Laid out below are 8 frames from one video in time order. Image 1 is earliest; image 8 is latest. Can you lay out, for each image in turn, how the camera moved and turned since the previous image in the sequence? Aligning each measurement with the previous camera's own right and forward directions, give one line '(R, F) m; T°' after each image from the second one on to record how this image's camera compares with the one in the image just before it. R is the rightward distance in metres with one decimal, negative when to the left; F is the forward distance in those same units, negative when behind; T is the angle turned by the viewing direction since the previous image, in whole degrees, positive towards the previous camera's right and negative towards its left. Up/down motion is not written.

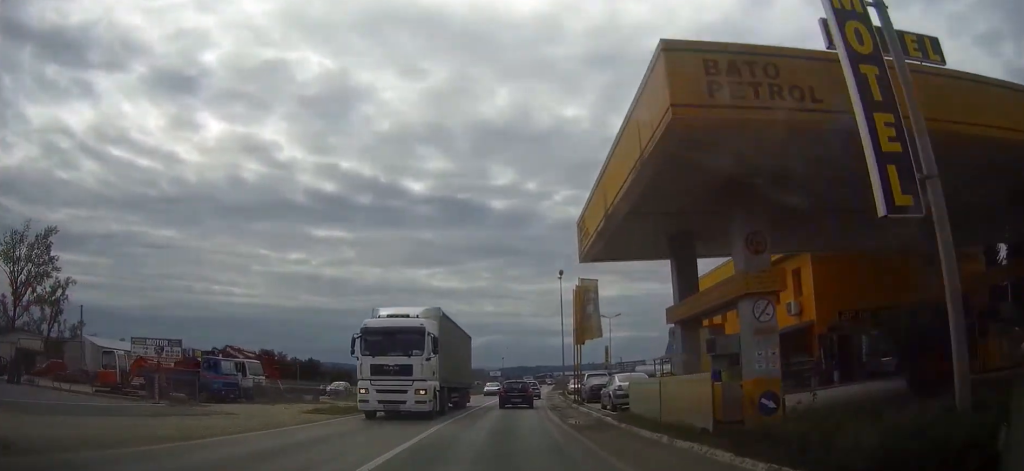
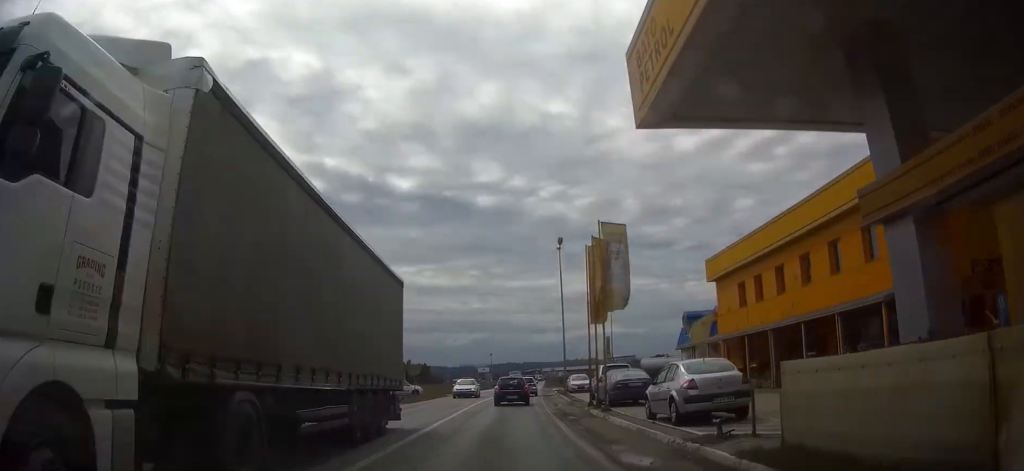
(+0.2, +11.4) m; +2°
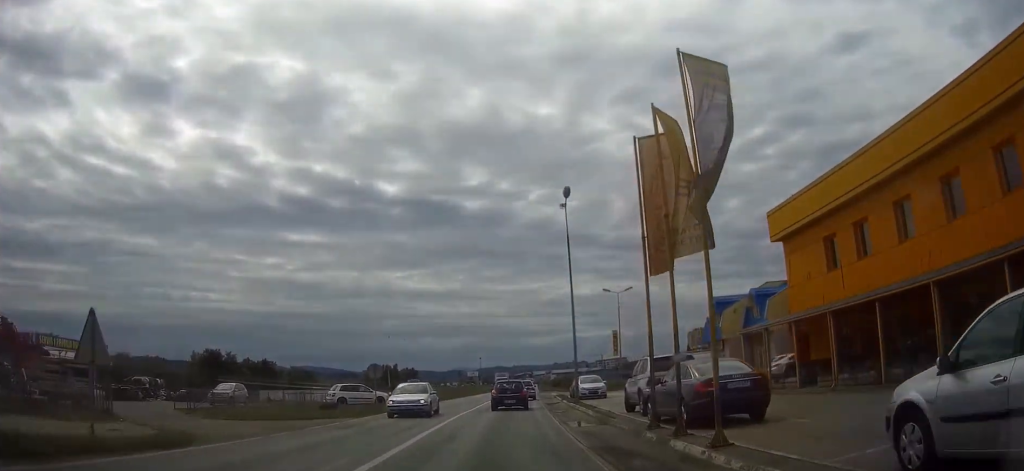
(+0.2, +12.3) m; +1°
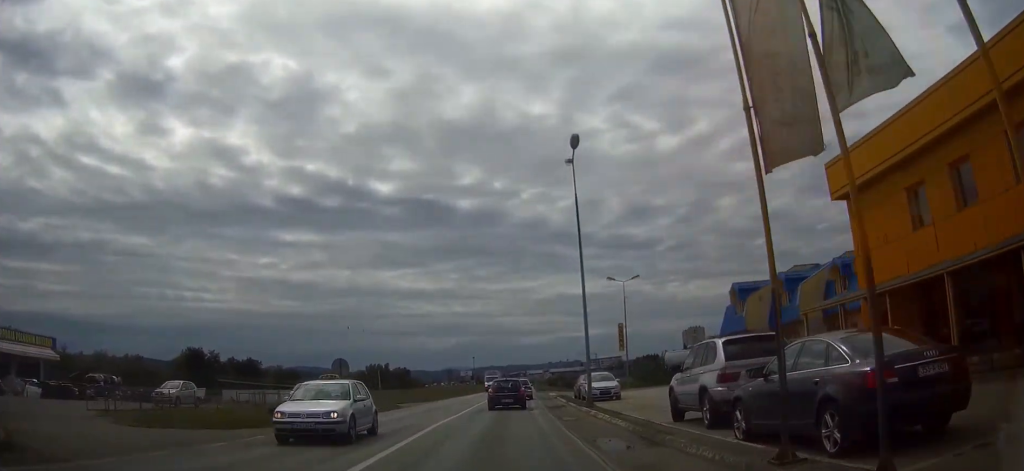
(0.0, +7.3) m; 0°
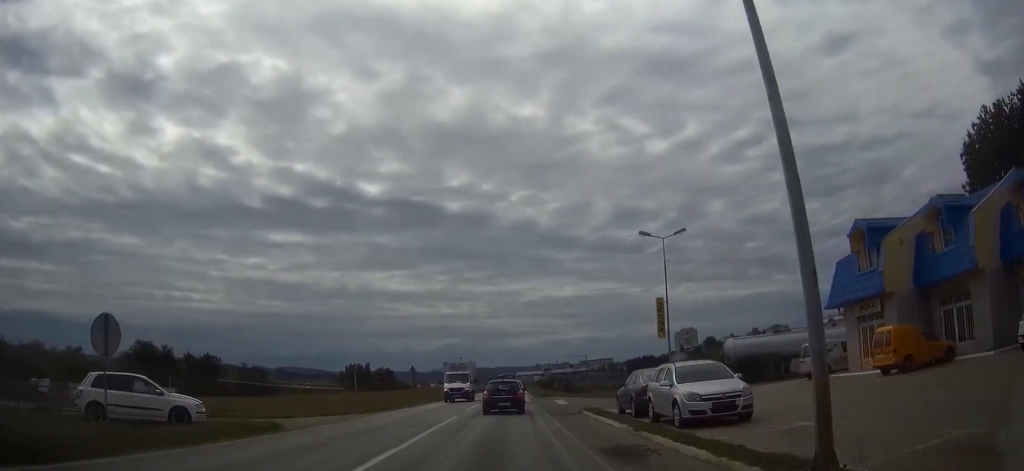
(+0.2, +20.5) m; +1°
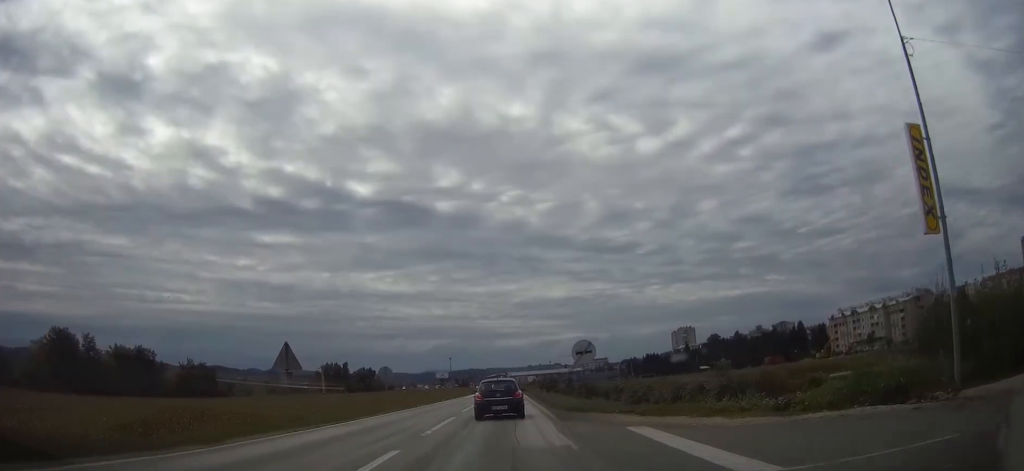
(+0.6, +30.3) m; +2°
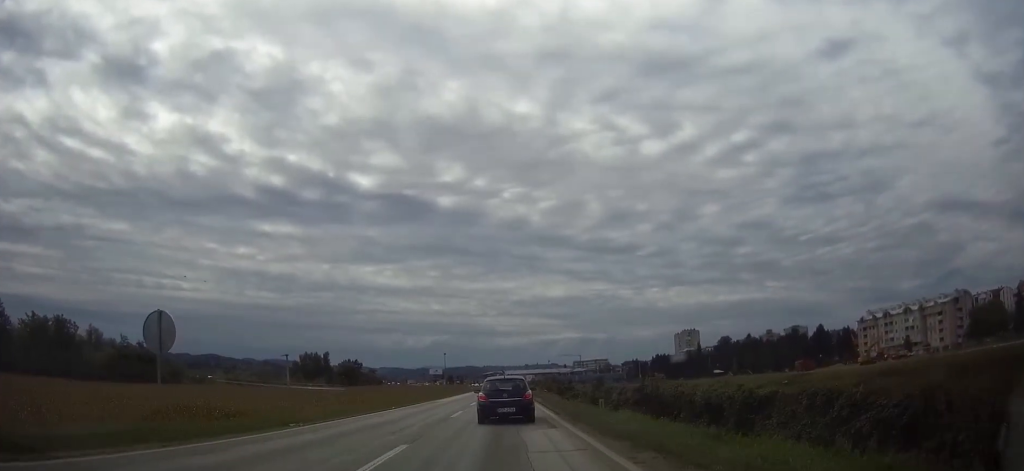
(+0.1, +28.8) m; 0°
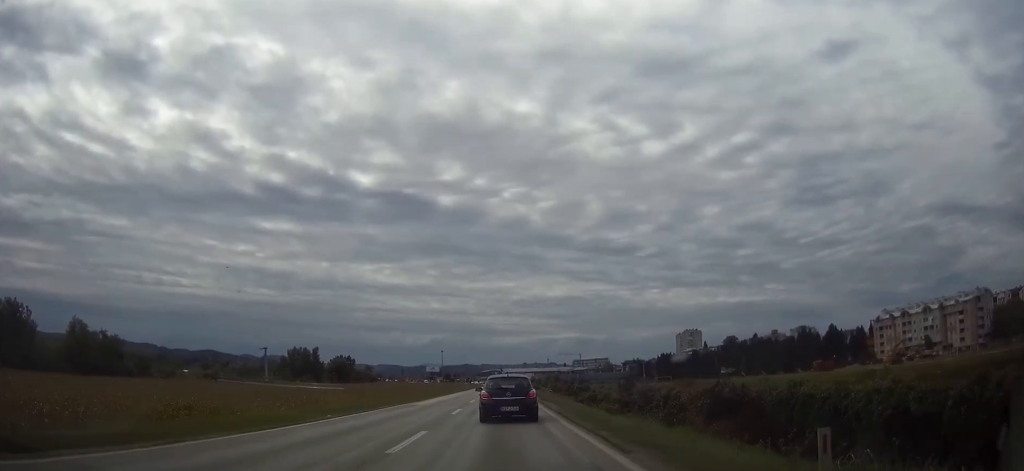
(0.0, +14.1) m; 0°
